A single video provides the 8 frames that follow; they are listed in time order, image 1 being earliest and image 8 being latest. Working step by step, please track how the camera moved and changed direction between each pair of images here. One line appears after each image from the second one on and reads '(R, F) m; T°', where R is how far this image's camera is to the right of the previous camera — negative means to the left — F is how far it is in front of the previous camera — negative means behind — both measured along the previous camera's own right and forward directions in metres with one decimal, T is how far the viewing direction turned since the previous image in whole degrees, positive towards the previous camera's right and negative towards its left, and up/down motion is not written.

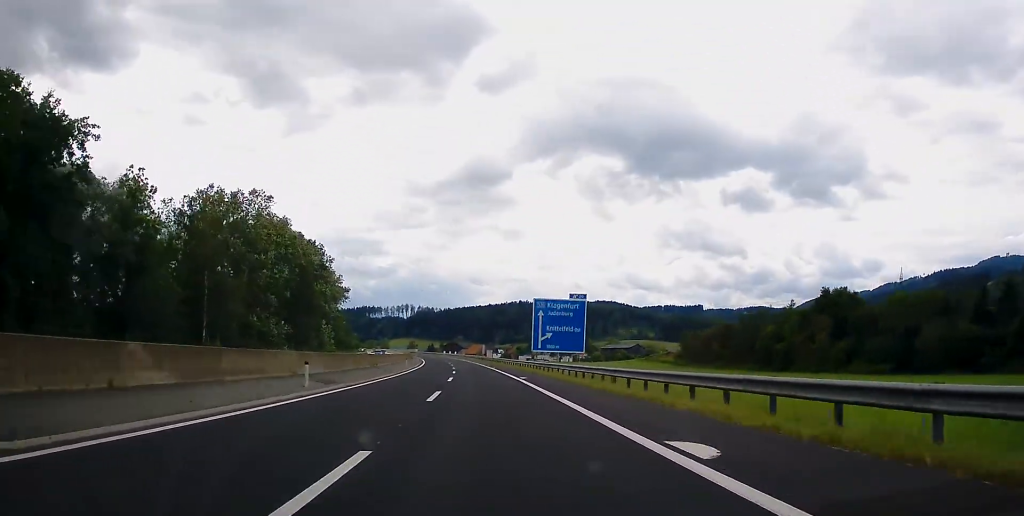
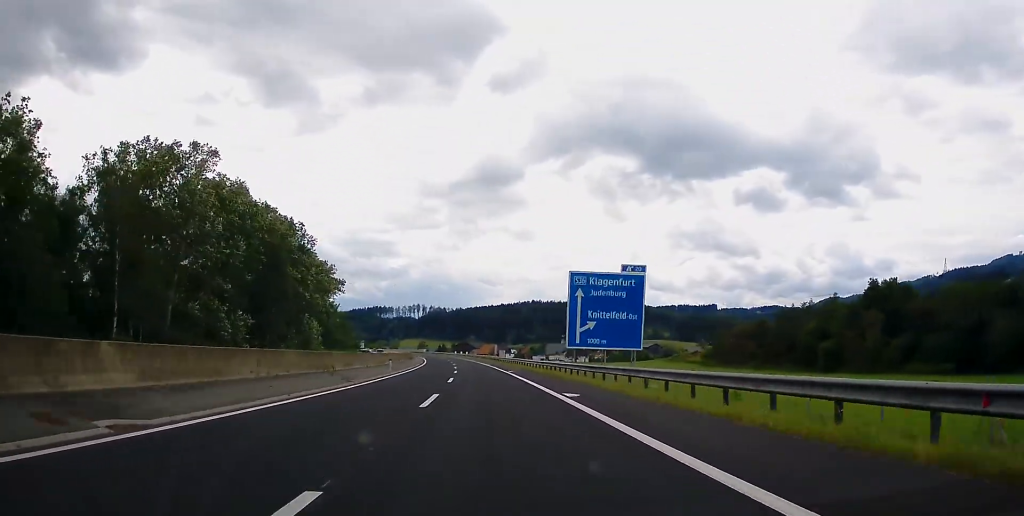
(-0.4, +21.0) m; -1°
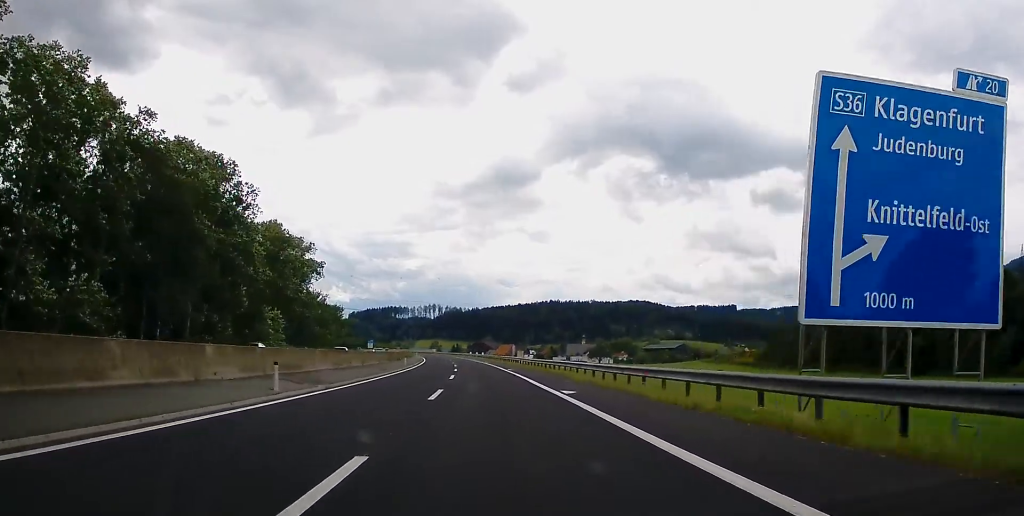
(-0.6, +33.6) m; -2°
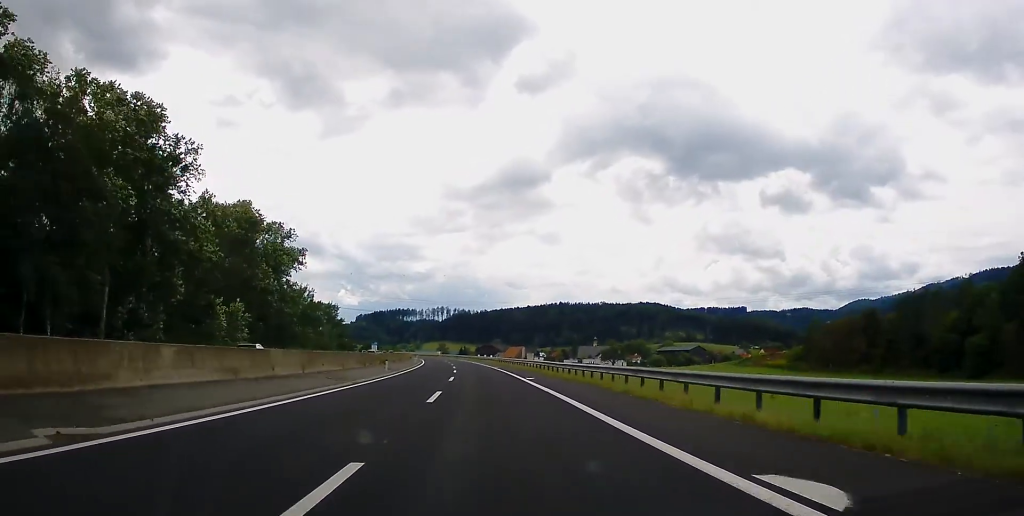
(0.0, +18.4) m; -1°
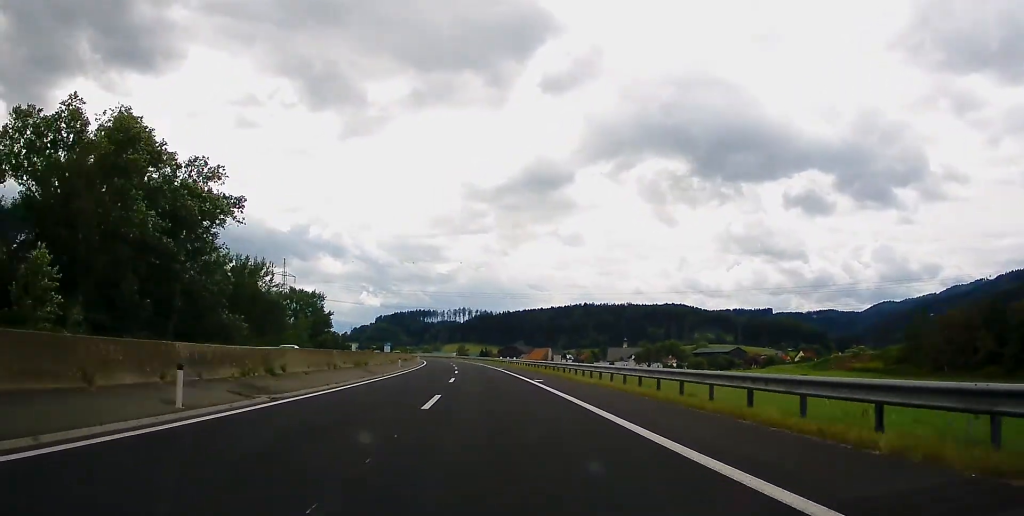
(-0.6, +39.0) m; -2°
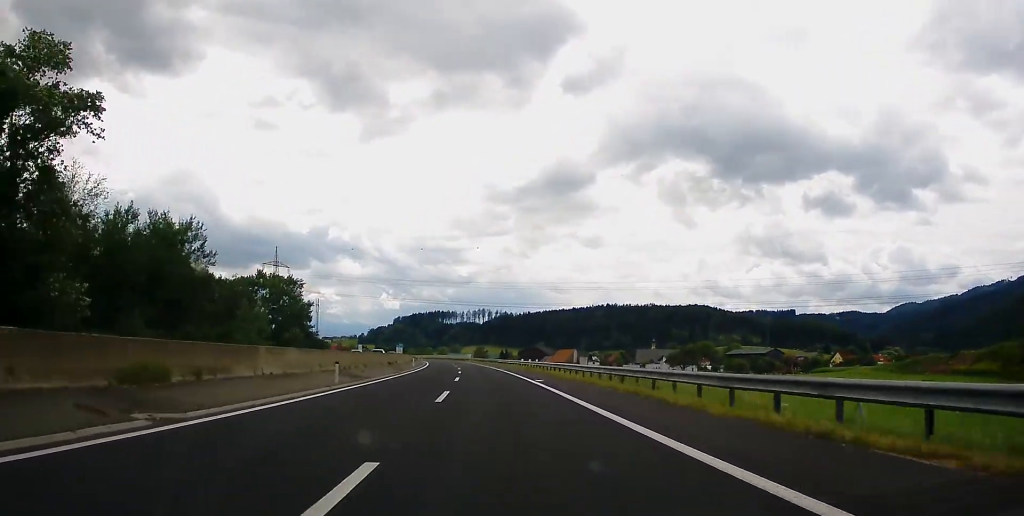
(-0.5, +32.8) m; -1°
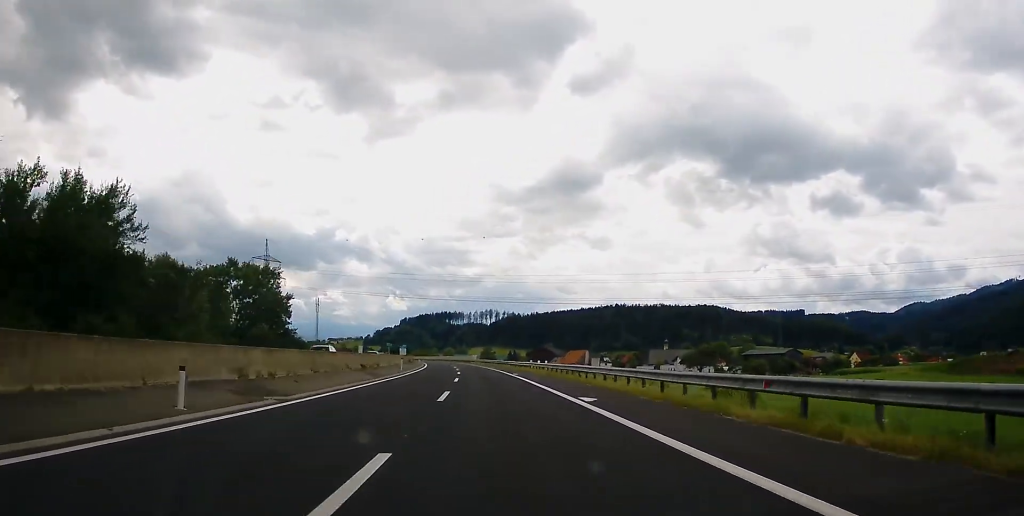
(+0.2, +17.0) m; -1°
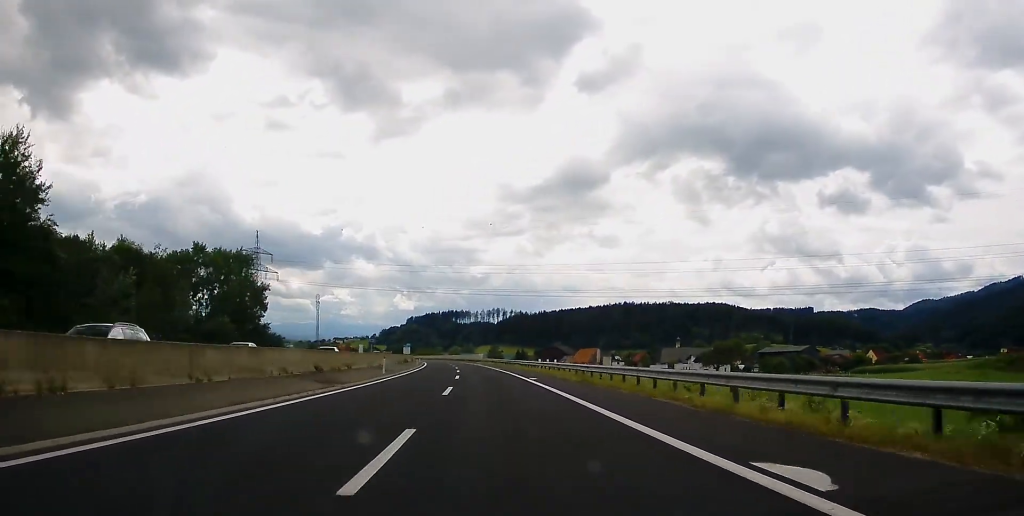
(+0.1, +14.7) m; -1°
